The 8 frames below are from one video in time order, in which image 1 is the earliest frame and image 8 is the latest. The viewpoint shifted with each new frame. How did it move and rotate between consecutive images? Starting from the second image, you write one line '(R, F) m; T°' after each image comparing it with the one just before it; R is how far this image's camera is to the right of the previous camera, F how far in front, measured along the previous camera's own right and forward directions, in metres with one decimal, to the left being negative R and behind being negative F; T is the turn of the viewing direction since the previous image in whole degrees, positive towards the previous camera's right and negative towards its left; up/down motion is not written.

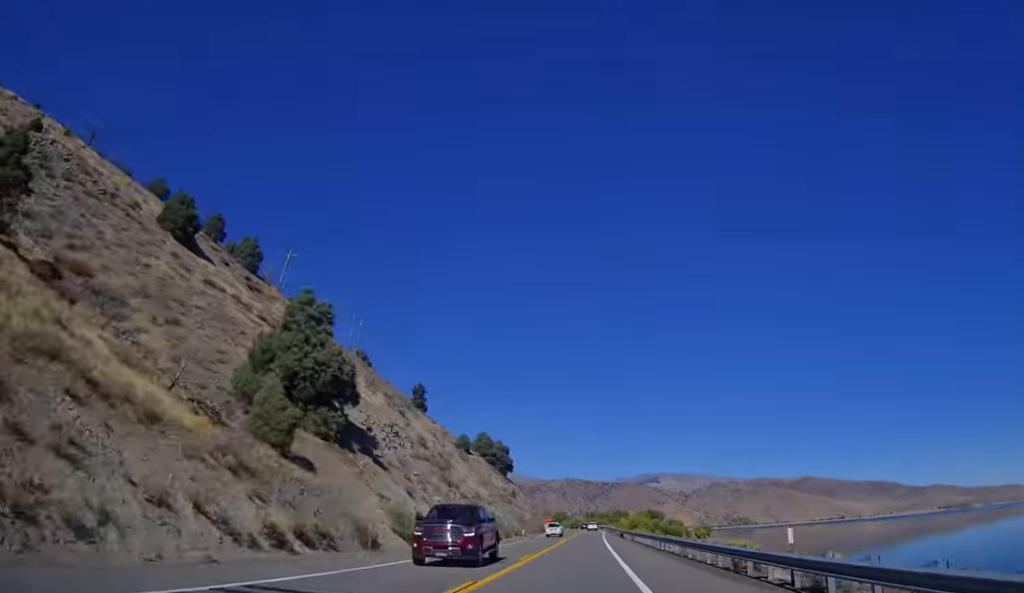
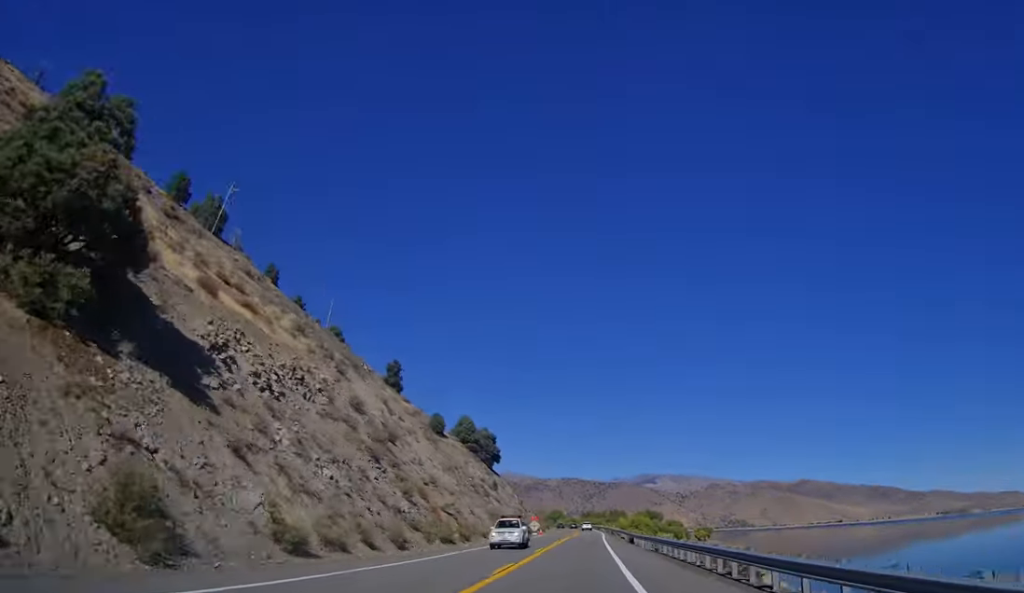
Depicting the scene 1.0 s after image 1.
(+0.6, +25.4) m; +2°
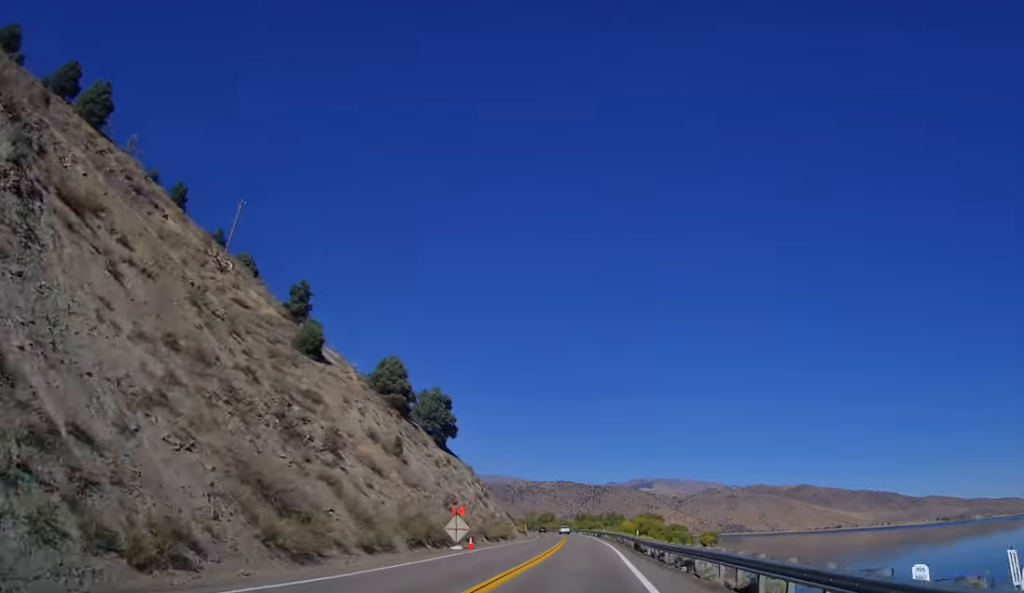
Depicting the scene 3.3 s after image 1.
(+1.9, +60.3) m; +2°
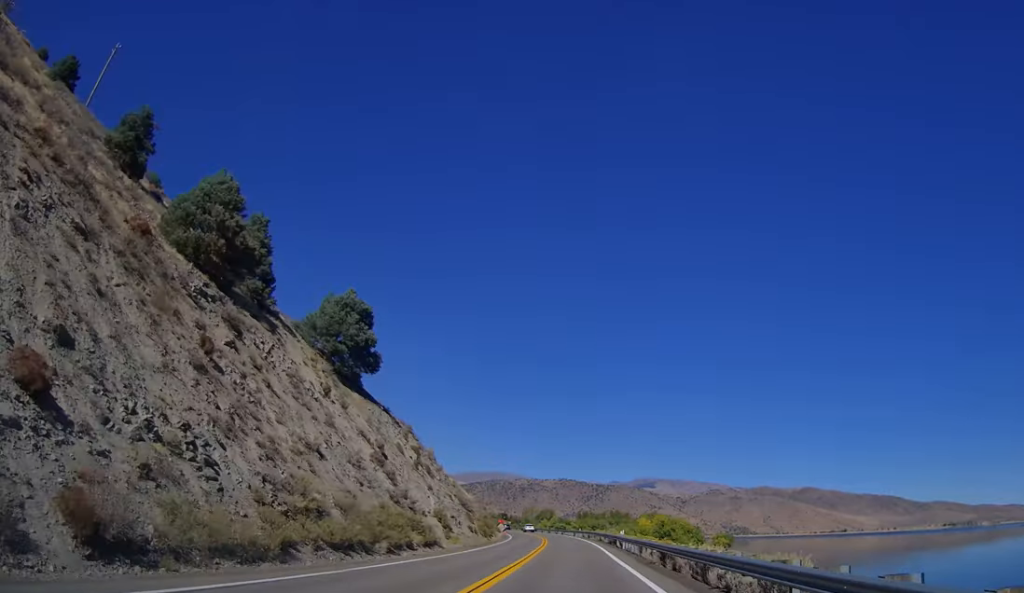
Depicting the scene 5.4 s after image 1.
(-0.4, +52.1) m; -1°
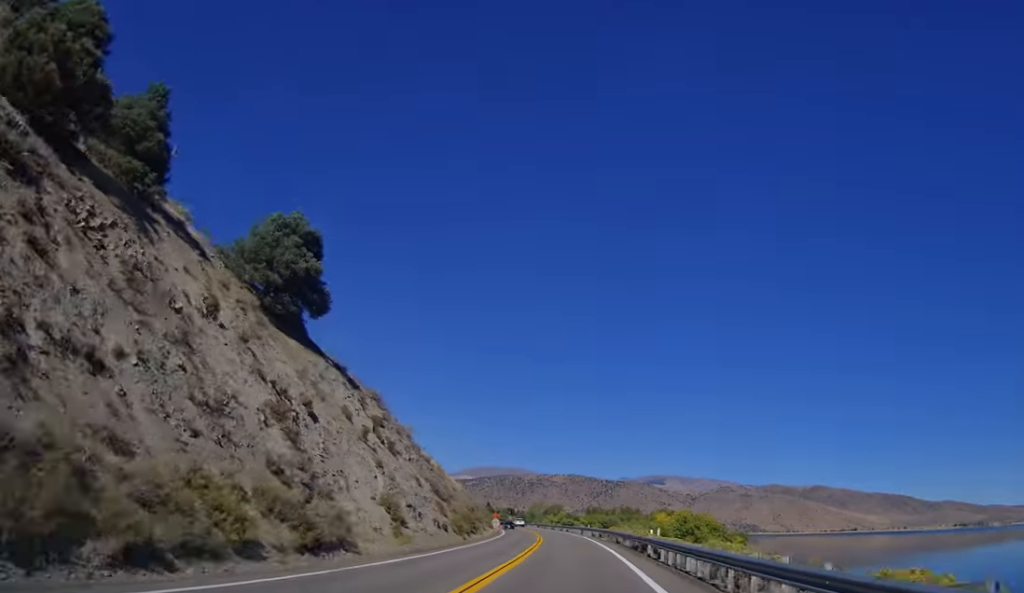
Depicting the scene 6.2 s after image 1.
(-0.1, +19.7) m; 0°
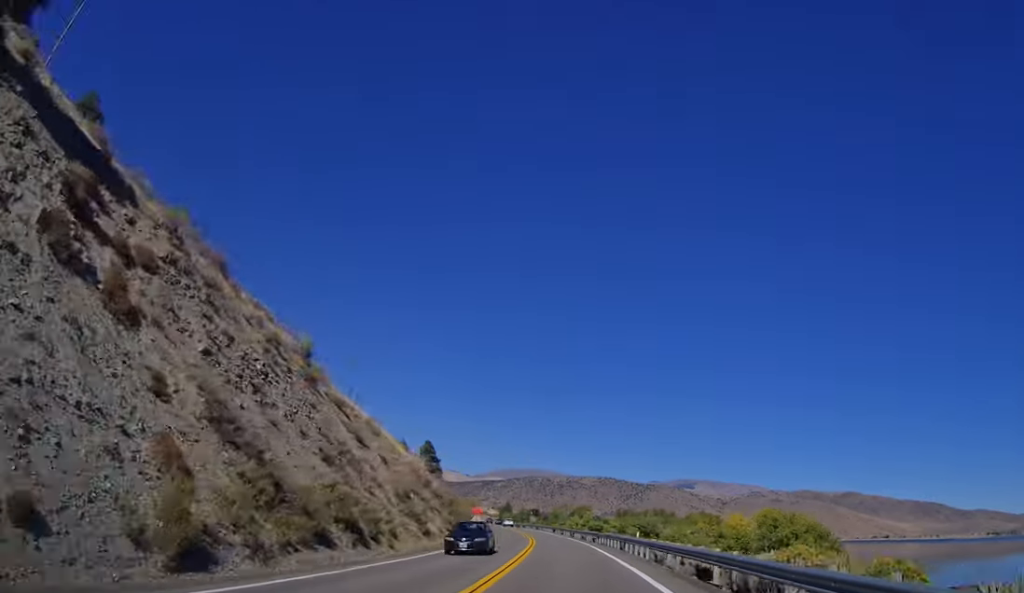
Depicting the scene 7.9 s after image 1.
(-0.1, +42.0) m; -1°
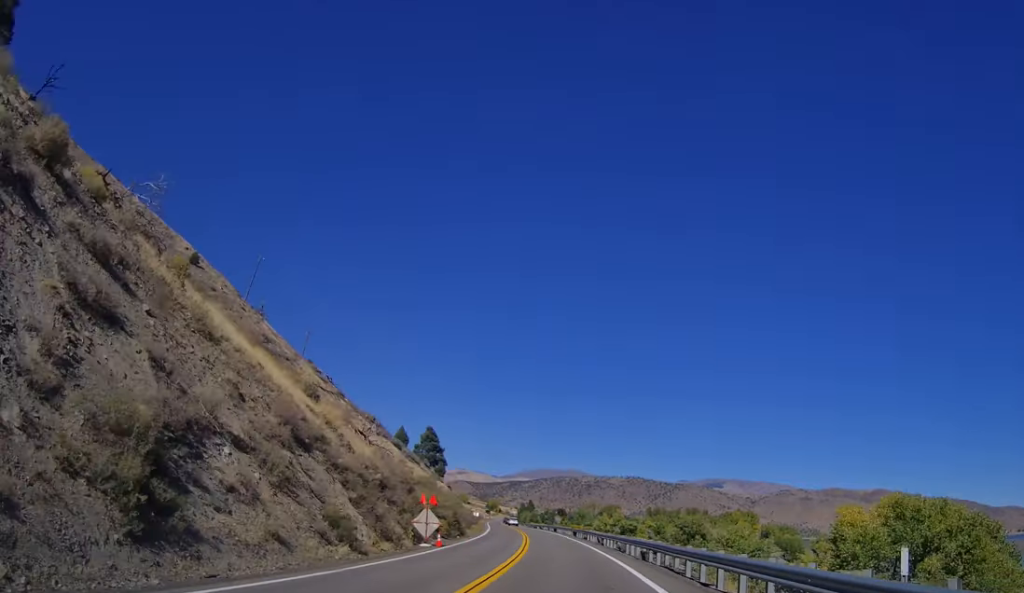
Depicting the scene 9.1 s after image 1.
(+0.2, +28.5) m; -2°
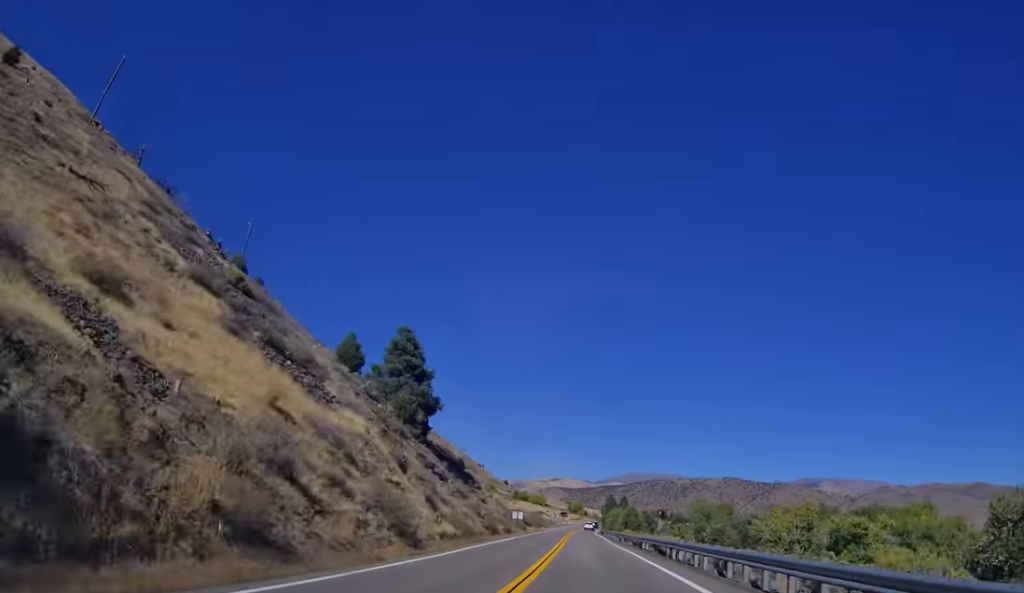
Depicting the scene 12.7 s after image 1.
(-6.1, +84.5) m; -8°
